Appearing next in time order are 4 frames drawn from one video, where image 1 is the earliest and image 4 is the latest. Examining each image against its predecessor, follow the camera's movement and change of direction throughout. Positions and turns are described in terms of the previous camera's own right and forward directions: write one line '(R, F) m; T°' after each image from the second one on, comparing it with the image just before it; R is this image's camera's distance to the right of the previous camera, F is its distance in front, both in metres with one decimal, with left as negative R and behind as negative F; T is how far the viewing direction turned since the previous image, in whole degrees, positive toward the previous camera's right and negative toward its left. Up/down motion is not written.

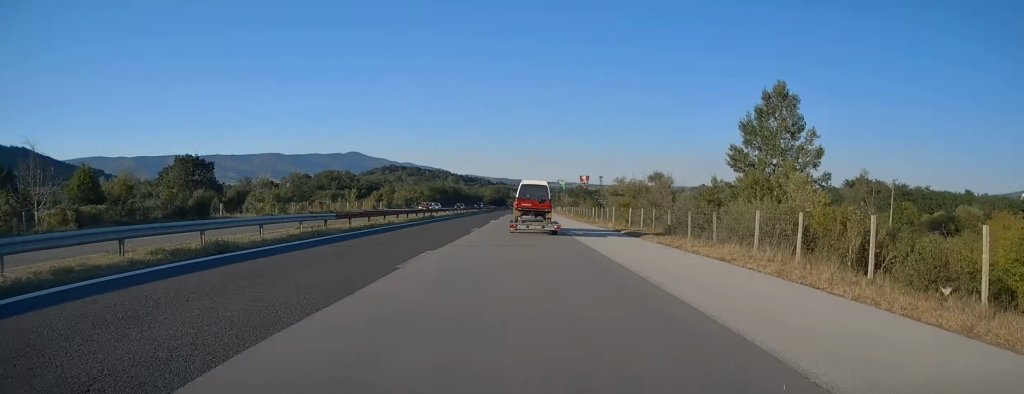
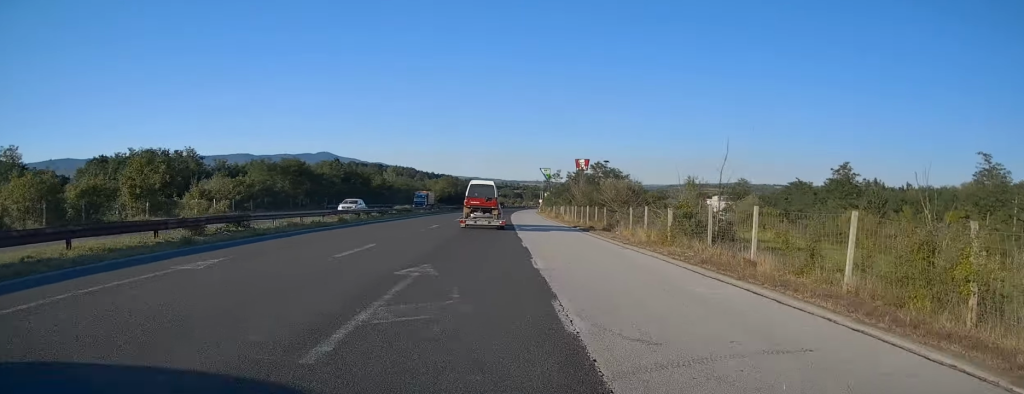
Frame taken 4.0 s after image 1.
(+1.4, +93.8) m; +3°
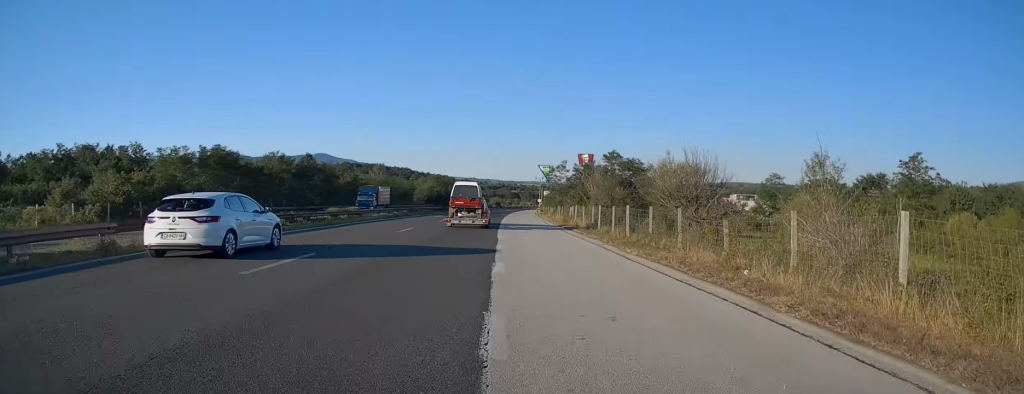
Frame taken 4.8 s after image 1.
(+0.1, +18.9) m; 0°
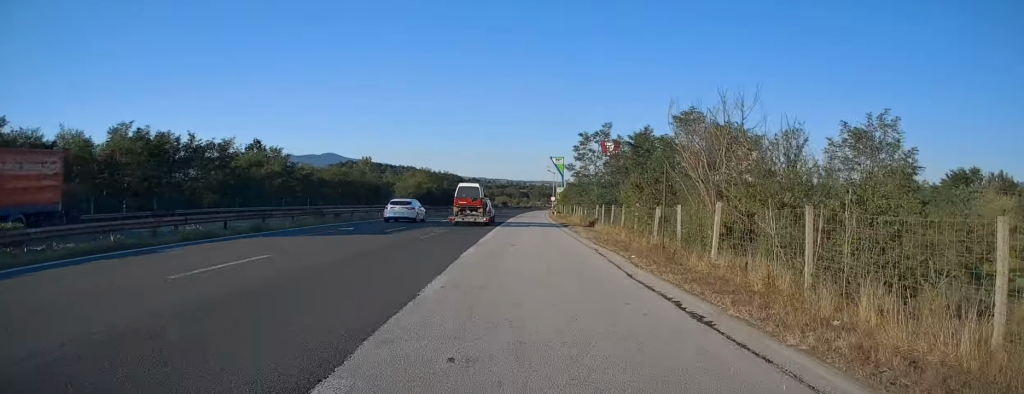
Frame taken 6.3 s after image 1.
(-0.2, +32.7) m; 0°
